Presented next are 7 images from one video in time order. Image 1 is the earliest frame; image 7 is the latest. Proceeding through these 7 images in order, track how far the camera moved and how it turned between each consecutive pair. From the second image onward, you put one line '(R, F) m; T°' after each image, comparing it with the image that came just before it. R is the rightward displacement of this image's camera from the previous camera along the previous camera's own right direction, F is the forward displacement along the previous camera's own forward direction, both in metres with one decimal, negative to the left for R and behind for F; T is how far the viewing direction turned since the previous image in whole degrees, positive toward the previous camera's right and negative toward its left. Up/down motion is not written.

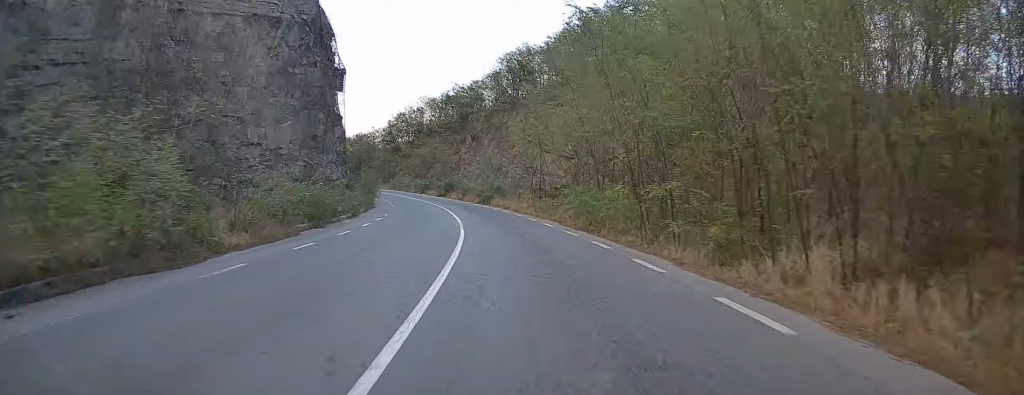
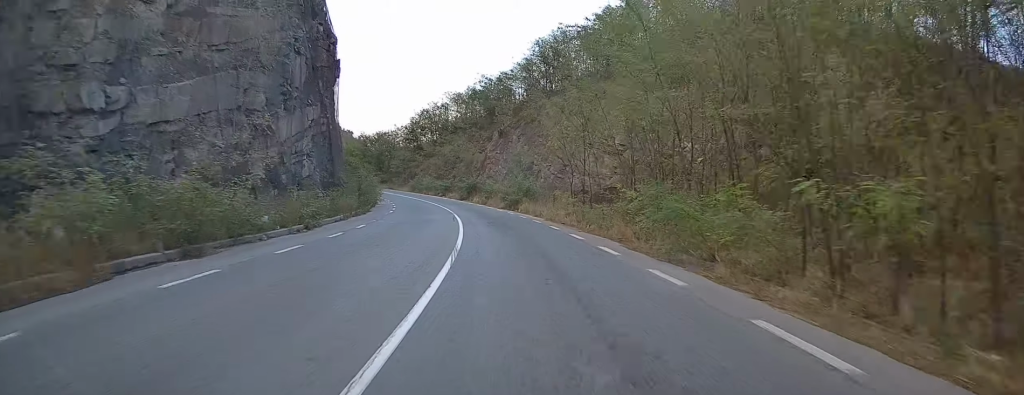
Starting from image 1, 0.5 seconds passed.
(-0.4, +11.2) m; -3°
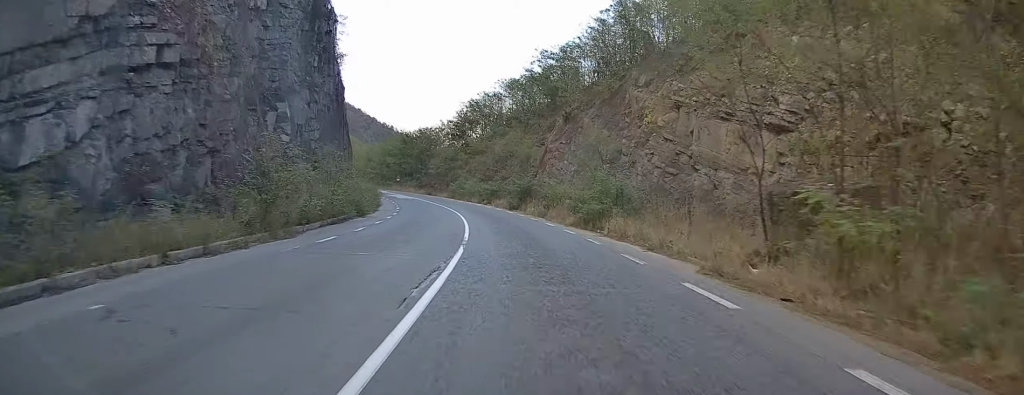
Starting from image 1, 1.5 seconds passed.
(-1.0, +21.8) m; -5°
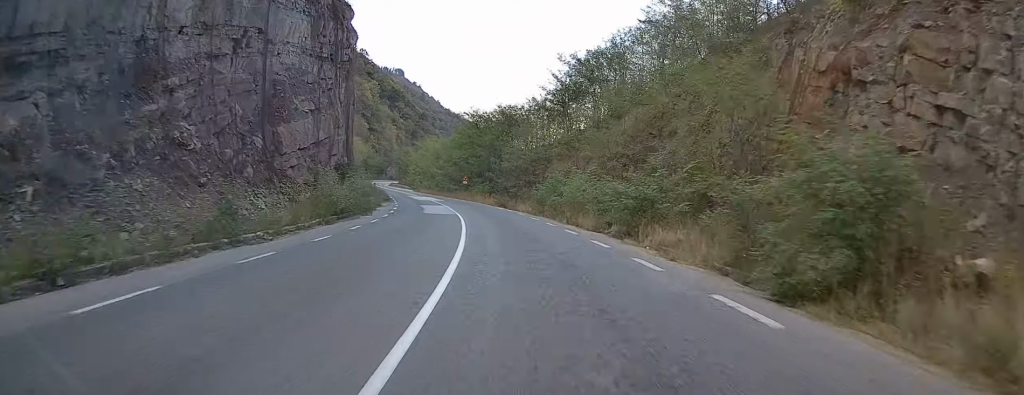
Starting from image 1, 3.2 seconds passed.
(-3.3, +41.0) m; -9°
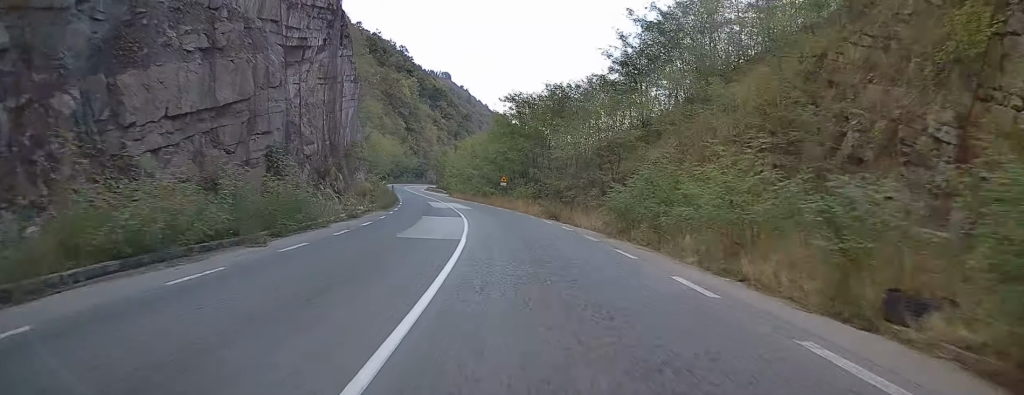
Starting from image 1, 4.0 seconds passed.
(-0.4, +18.4) m; -4°
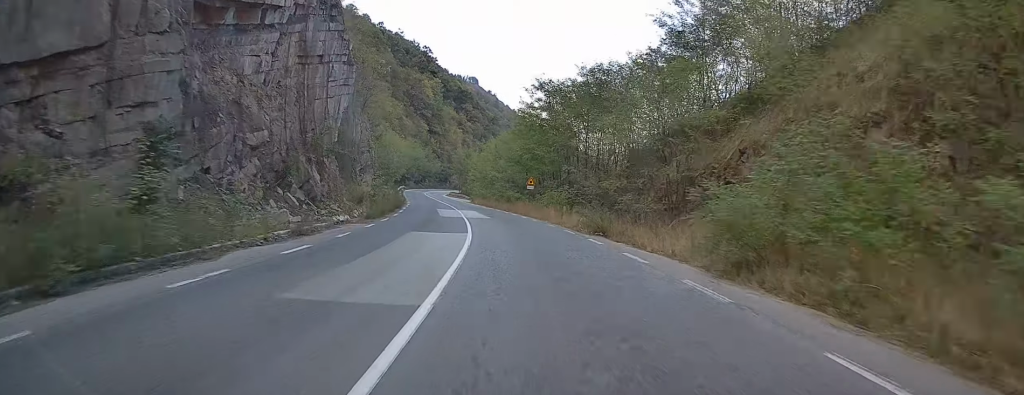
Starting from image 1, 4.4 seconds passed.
(-0.4, +10.4) m; -3°
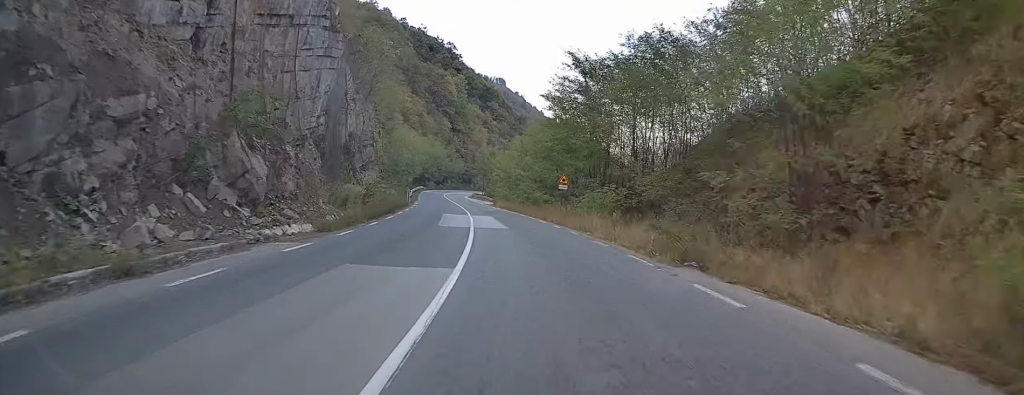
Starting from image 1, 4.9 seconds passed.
(-0.1, +10.4) m; -3°
